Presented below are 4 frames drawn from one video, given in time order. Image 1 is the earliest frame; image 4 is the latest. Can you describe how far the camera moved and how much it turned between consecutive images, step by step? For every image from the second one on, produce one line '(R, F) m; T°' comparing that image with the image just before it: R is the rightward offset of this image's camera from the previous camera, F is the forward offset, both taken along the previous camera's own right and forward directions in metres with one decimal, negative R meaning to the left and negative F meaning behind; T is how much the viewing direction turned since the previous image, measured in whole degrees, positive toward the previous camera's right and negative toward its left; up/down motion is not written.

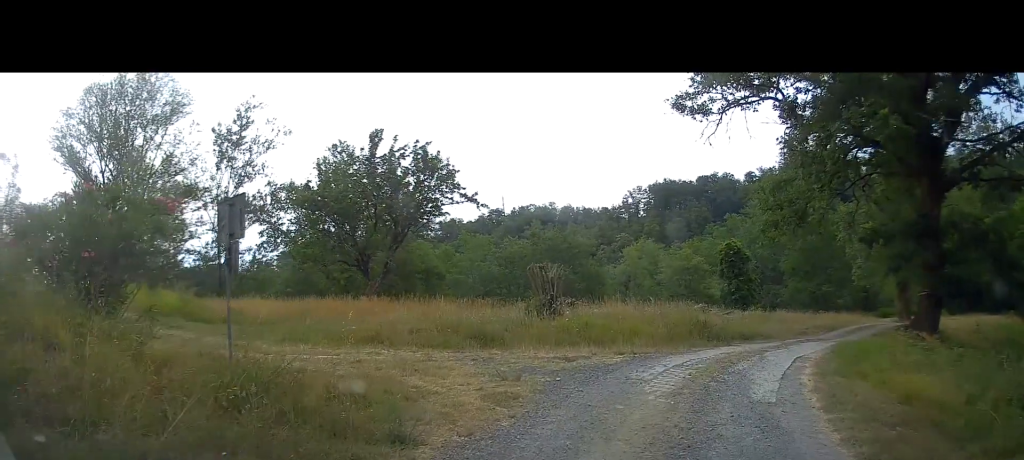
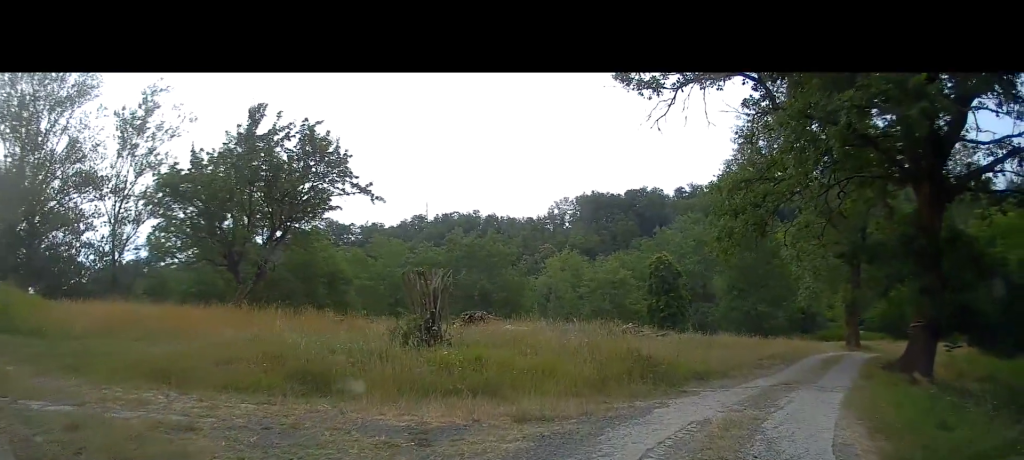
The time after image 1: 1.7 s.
(+0.8, +4.4) m; +14°
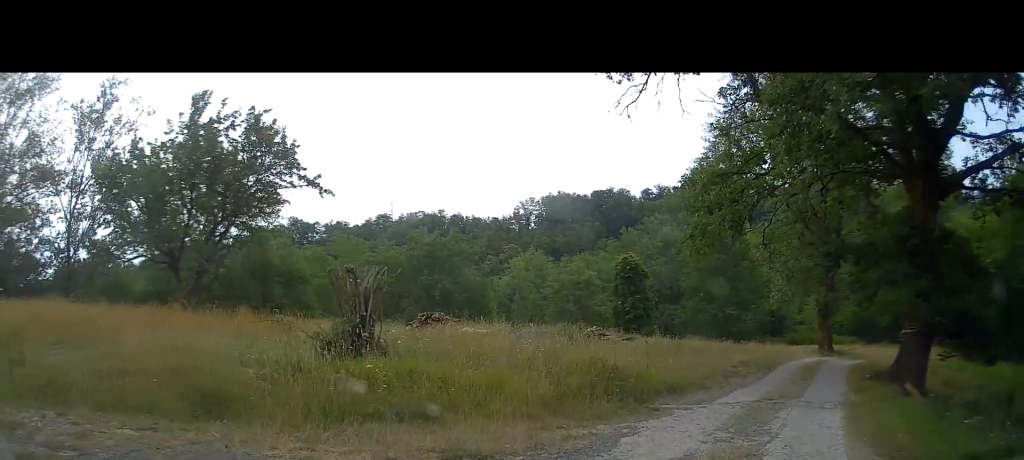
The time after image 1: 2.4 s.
(-0.3, +1.5) m; +7°
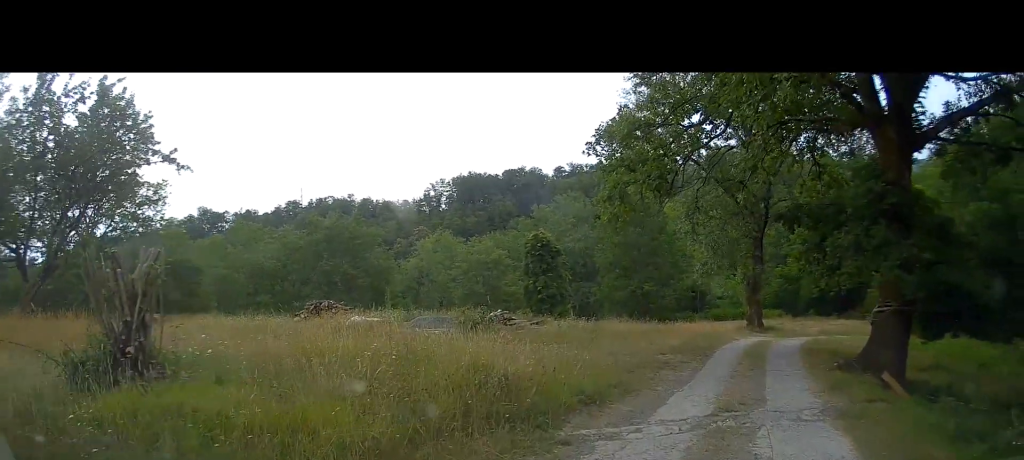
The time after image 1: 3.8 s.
(+1.1, +3.5) m; +29°
